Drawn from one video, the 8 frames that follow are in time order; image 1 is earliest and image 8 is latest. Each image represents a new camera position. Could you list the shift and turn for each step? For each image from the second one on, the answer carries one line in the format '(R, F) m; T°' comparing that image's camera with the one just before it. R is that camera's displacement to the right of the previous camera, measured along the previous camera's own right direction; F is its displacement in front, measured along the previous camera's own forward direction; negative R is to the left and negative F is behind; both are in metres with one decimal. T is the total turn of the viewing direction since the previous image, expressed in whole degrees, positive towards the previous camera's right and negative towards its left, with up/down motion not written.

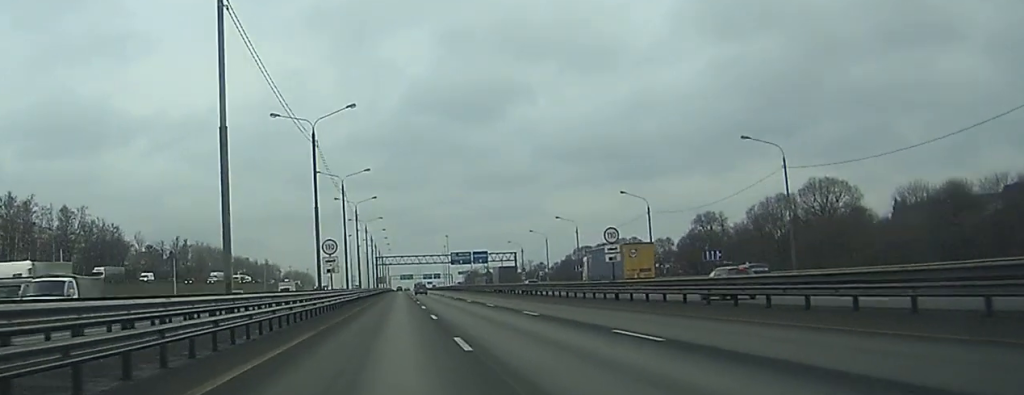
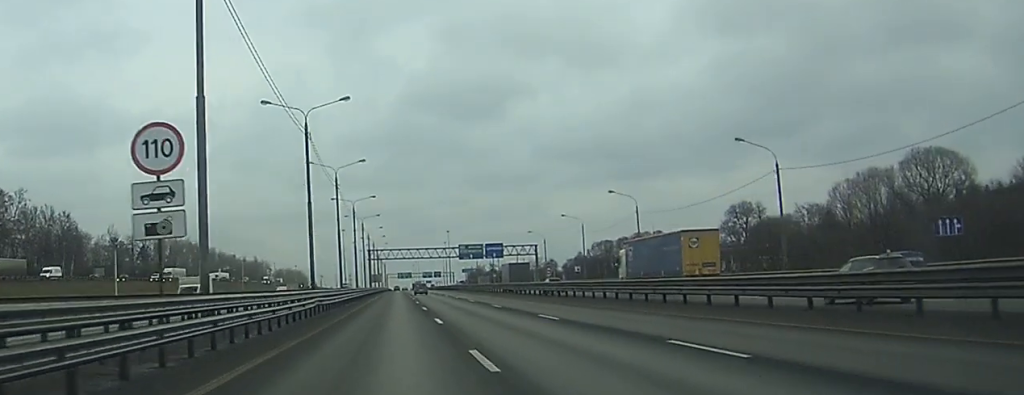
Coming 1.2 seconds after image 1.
(0.0, +36.8) m; 0°
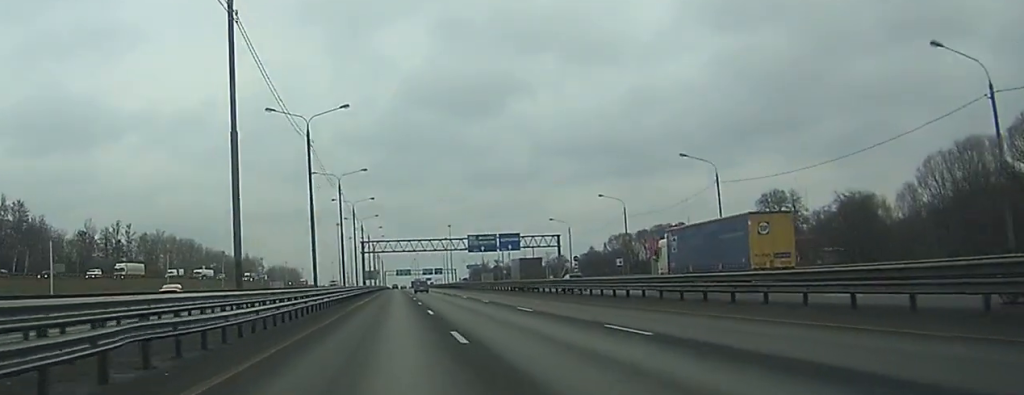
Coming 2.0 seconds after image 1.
(0.0, +26.2) m; 0°
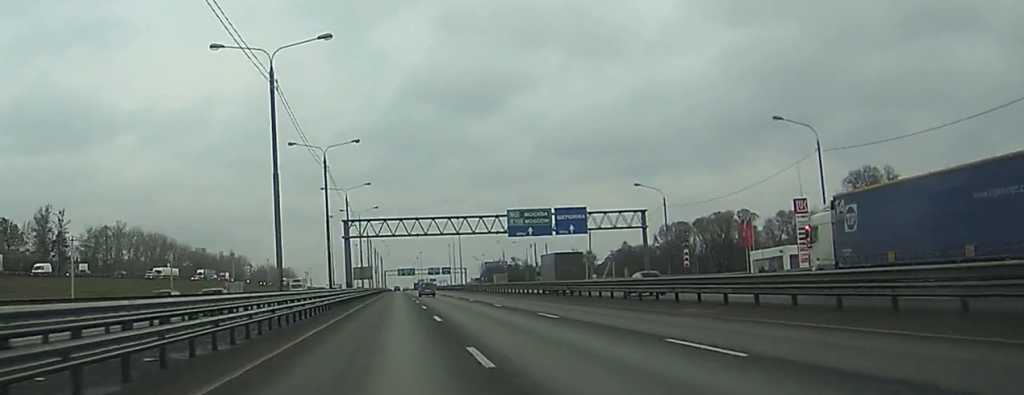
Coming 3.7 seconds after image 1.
(-0.3, +53.3) m; 0°
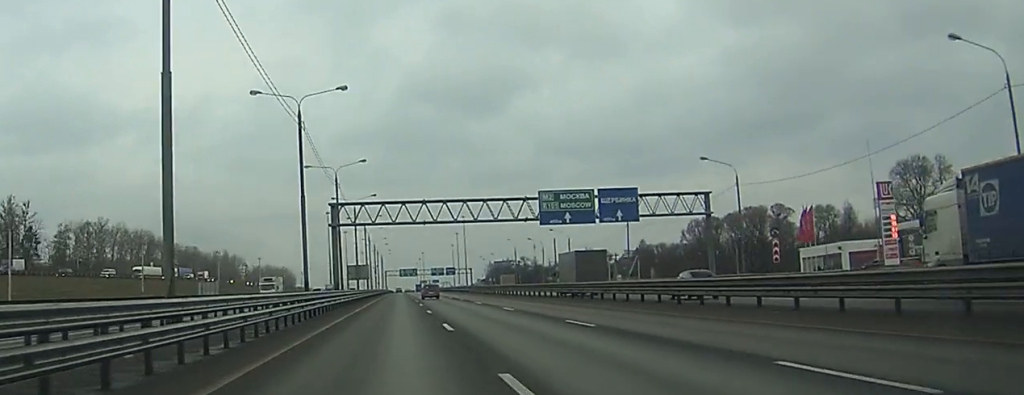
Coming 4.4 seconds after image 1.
(0.0, +20.9) m; 0°
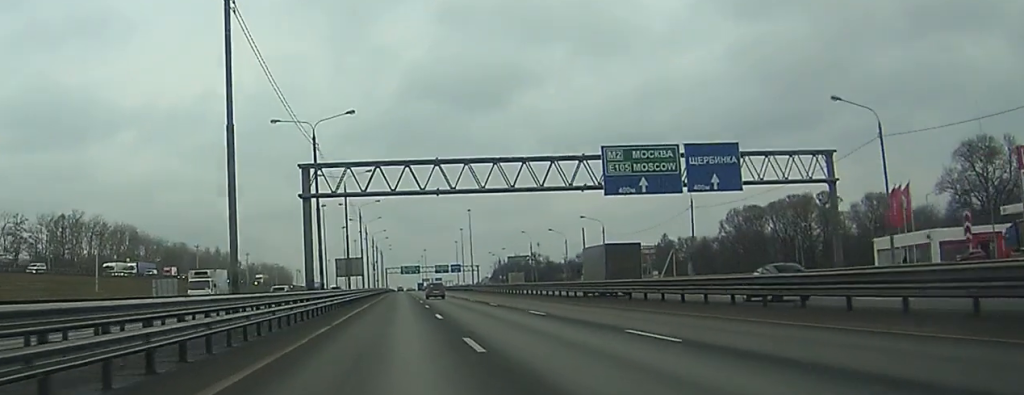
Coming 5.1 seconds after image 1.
(-0.1, +23.9) m; 0°
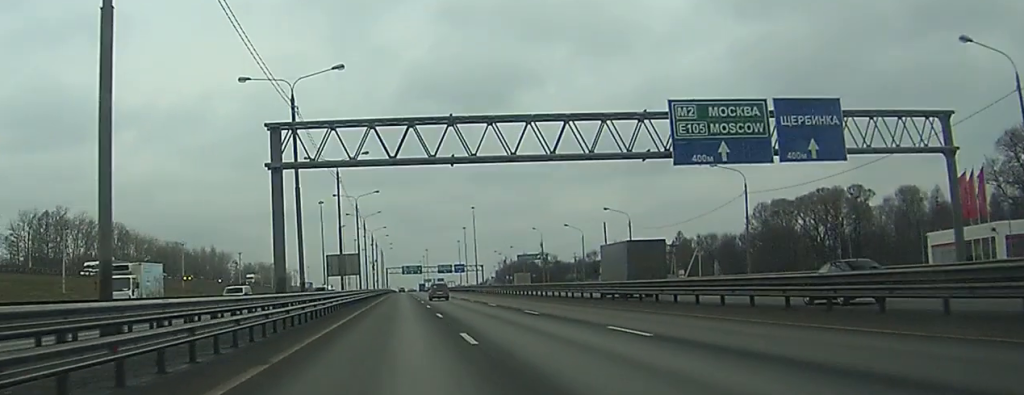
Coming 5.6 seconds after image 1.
(0.0, +13.5) m; 0°
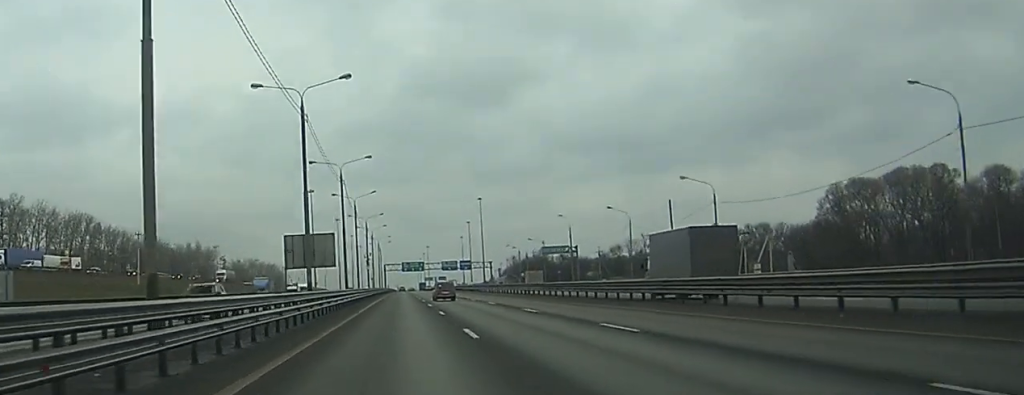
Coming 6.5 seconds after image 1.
(+0.1, +30.2) m; 0°
